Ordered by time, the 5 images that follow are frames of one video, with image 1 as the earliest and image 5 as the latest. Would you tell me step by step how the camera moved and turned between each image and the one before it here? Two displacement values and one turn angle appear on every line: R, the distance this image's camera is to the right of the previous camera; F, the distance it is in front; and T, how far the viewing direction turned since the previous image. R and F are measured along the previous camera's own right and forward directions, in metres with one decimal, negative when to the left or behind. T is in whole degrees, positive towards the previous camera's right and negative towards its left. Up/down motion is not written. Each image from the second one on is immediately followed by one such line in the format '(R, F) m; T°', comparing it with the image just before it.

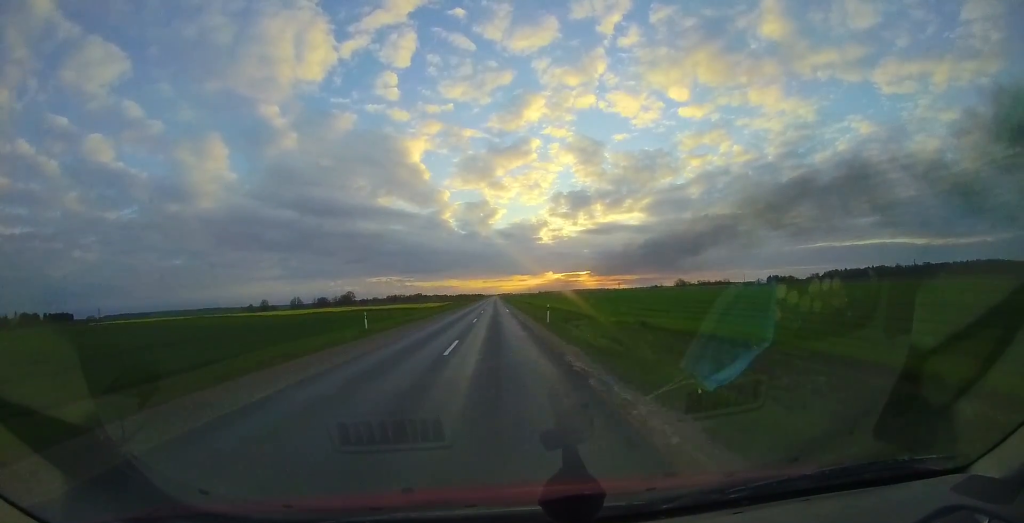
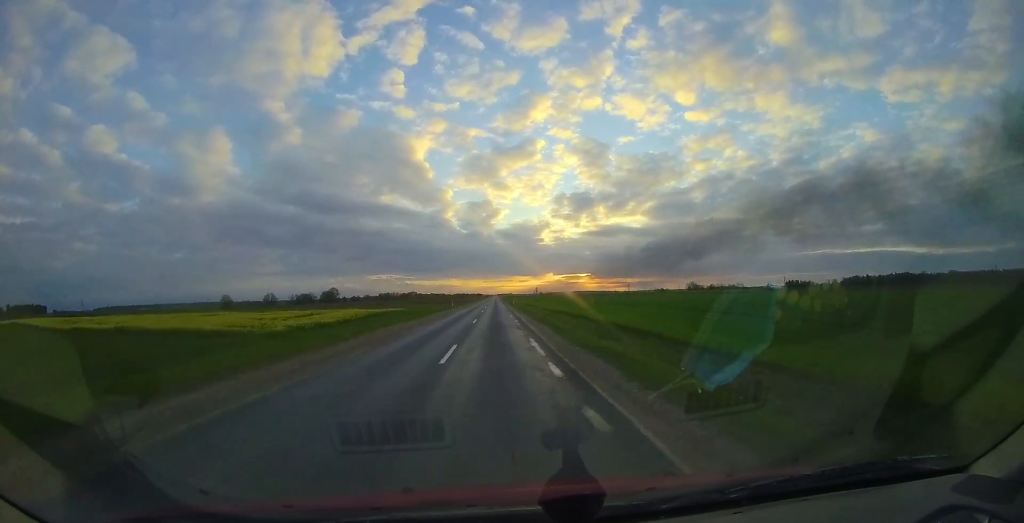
(-0.2, +60.9) m; -1°
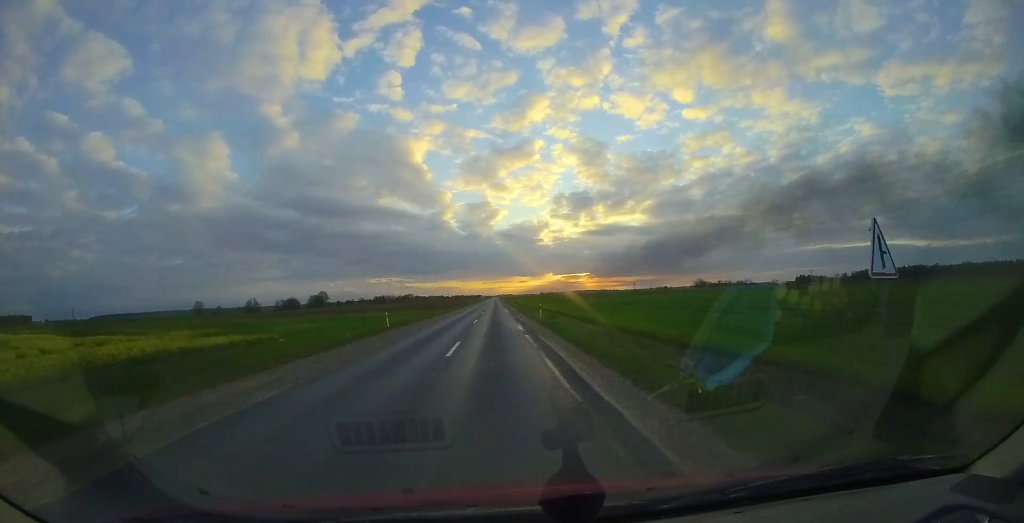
(+0.1, +34.8) m; +1°
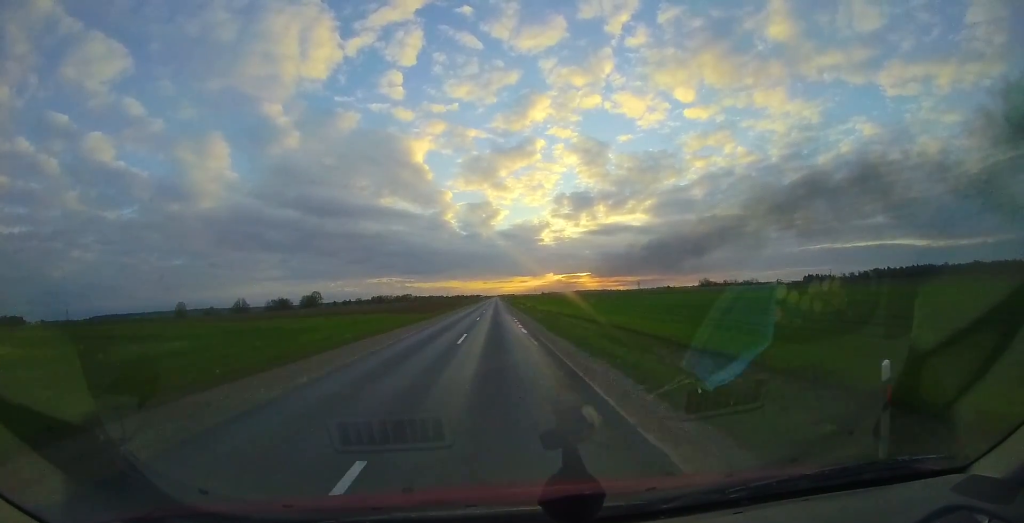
(+0.2, +21.0) m; +1°
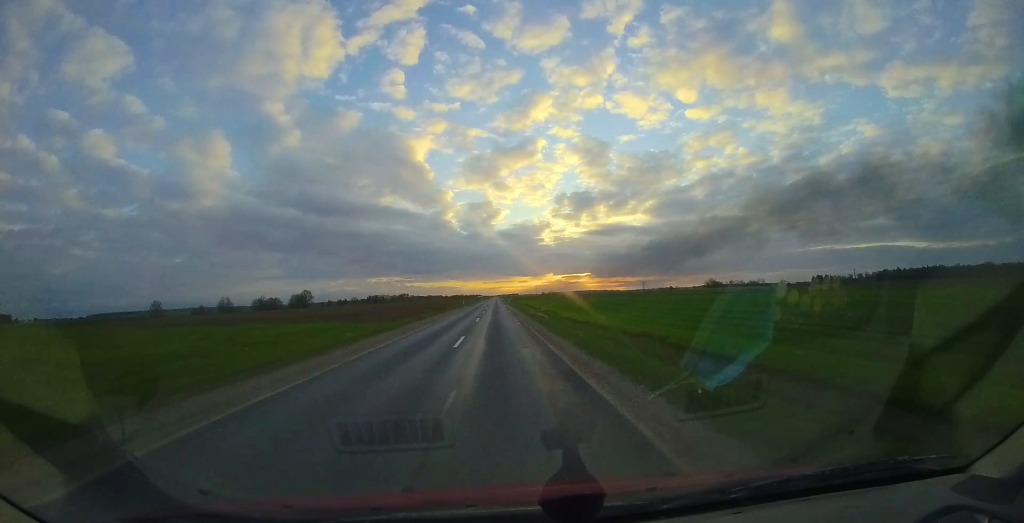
(+0.1, +24.9) m; 0°
